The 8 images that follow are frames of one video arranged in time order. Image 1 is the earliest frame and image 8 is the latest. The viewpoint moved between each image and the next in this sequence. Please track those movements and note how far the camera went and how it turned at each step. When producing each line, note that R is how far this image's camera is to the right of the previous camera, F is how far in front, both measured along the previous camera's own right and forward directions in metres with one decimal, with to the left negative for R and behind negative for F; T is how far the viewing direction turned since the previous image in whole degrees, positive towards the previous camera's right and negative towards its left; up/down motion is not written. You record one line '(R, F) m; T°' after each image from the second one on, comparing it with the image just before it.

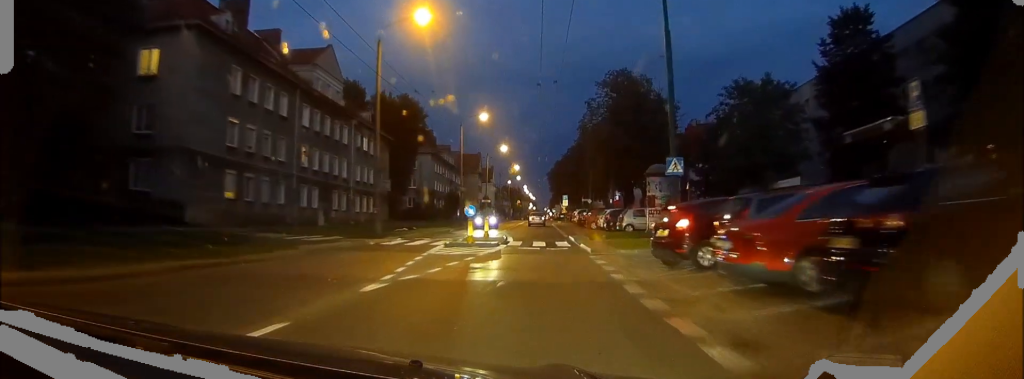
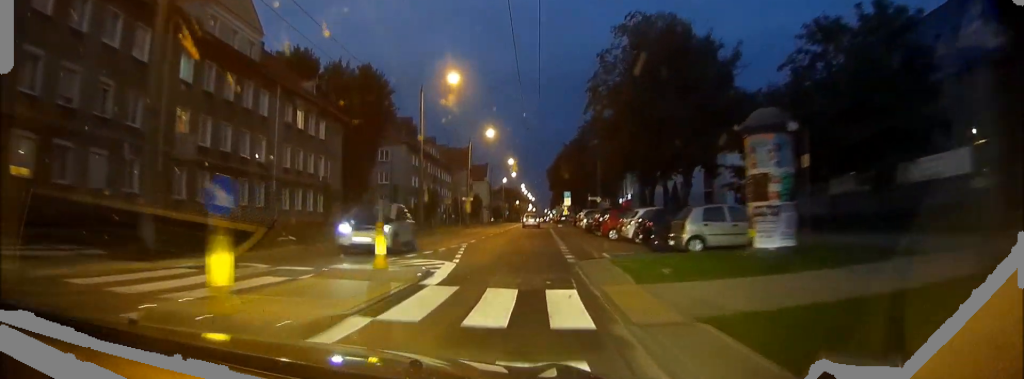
(+0.2, +19.2) m; 0°
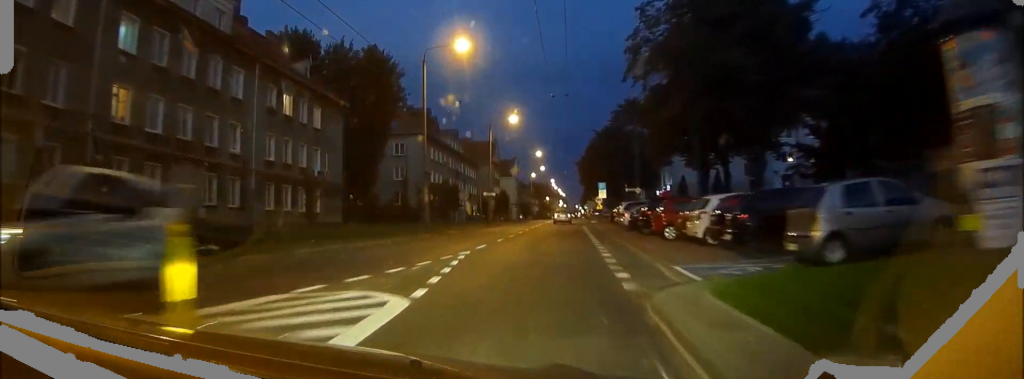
(-0.2, +8.4) m; -1°
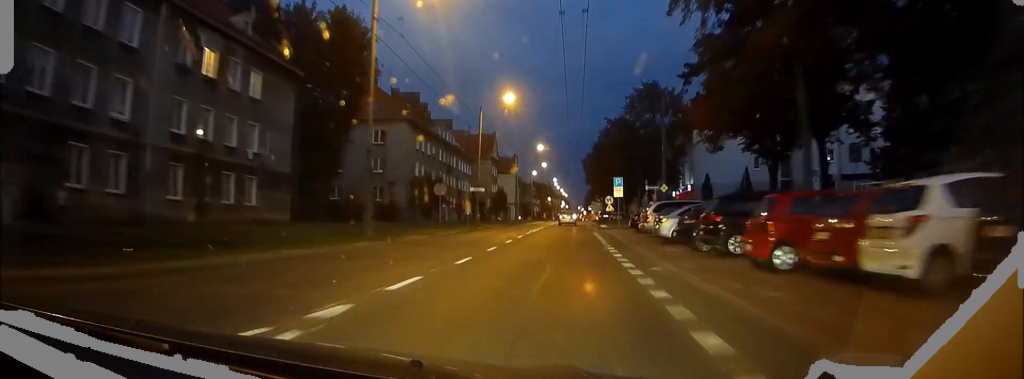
(-0.1, +12.3) m; -1°
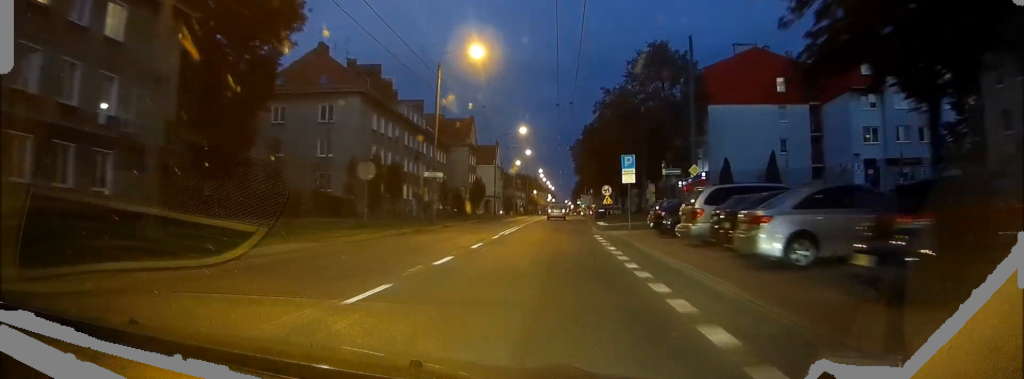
(-0.1, +13.9) m; 0°
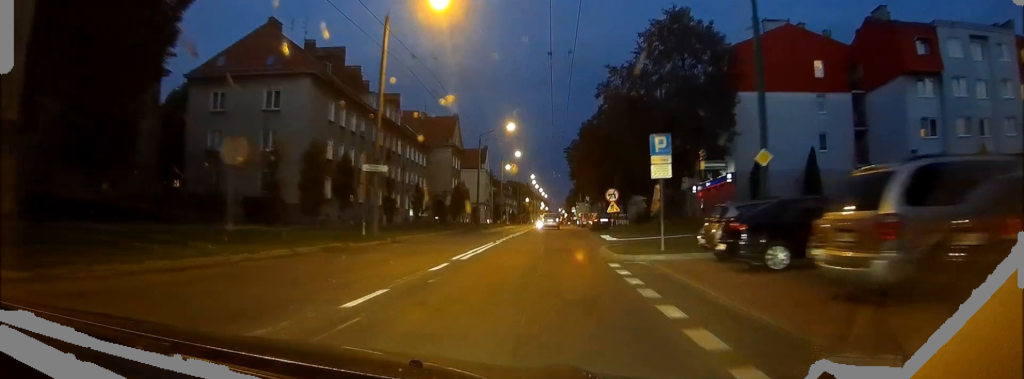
(+0.1, +11.6) m; +1°
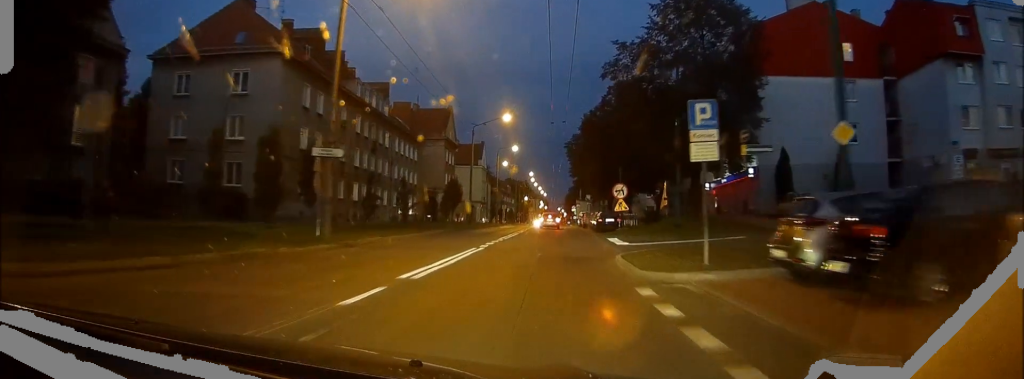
(0.0, +6.0) m; +1°
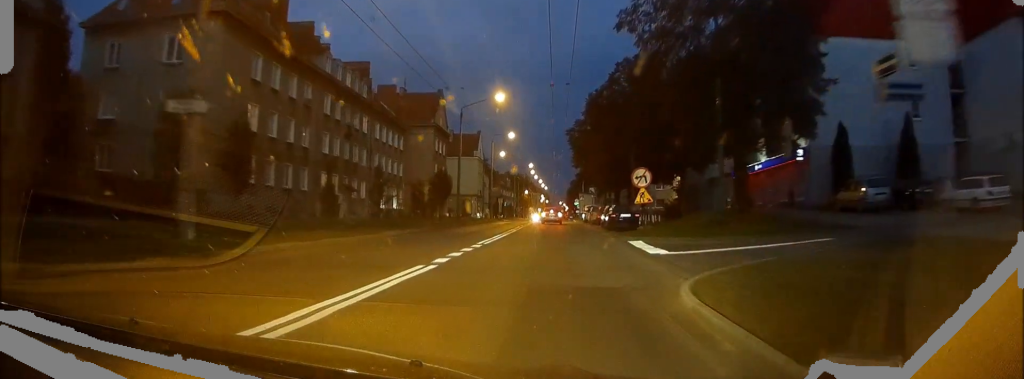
(+0.2, +9.3) m; 0°
